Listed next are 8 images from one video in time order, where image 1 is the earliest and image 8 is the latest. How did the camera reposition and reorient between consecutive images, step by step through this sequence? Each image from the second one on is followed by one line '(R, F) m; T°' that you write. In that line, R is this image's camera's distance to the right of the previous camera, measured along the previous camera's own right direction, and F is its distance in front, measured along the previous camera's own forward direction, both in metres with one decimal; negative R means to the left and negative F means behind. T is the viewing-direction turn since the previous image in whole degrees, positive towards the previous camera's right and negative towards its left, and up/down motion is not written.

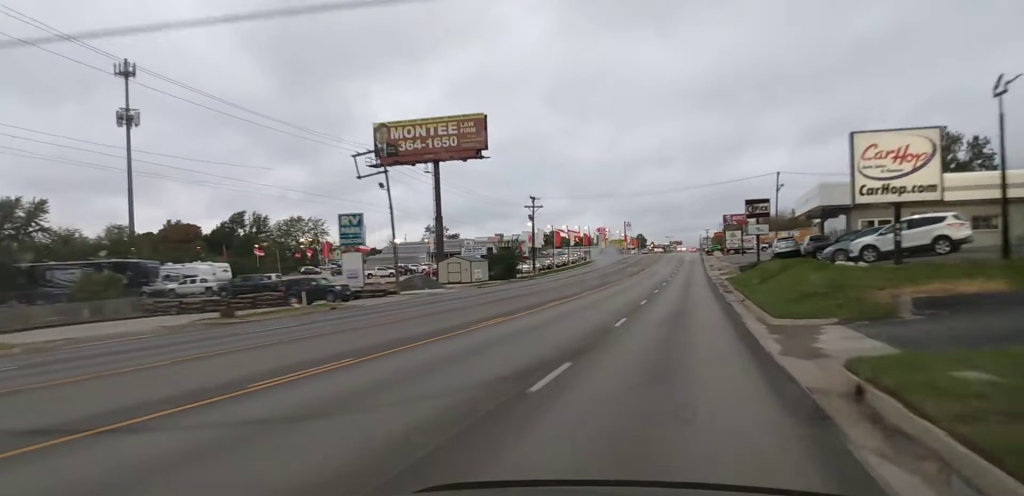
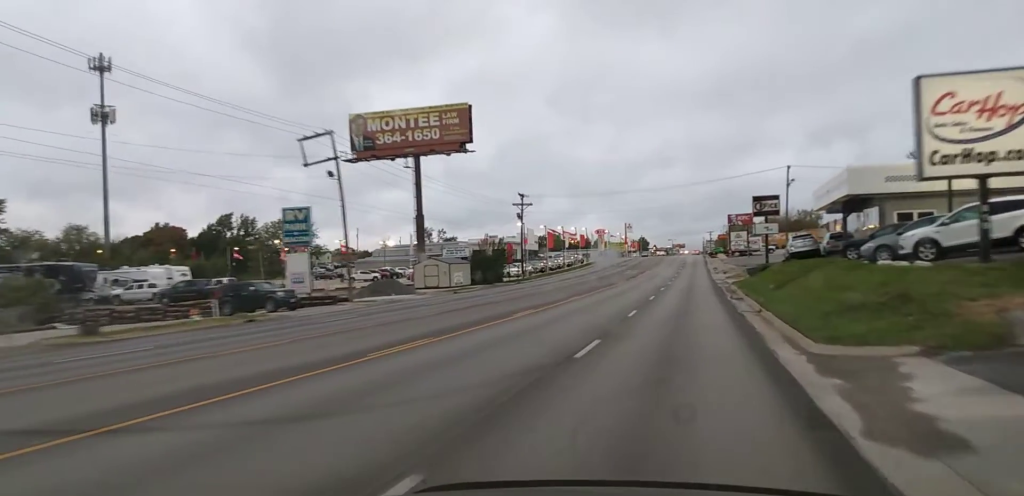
(-0.5, +7.9) m; 0°
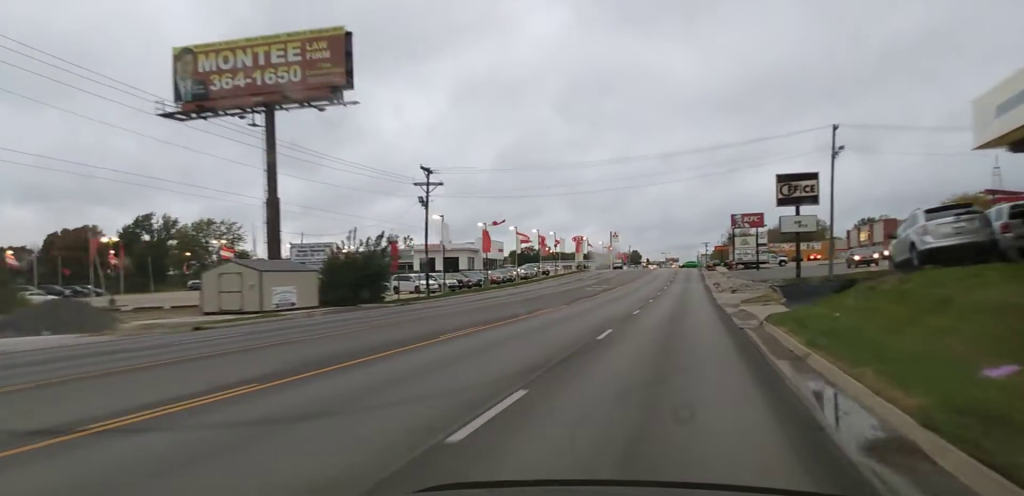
(+2.4, +31.5) m; +4°
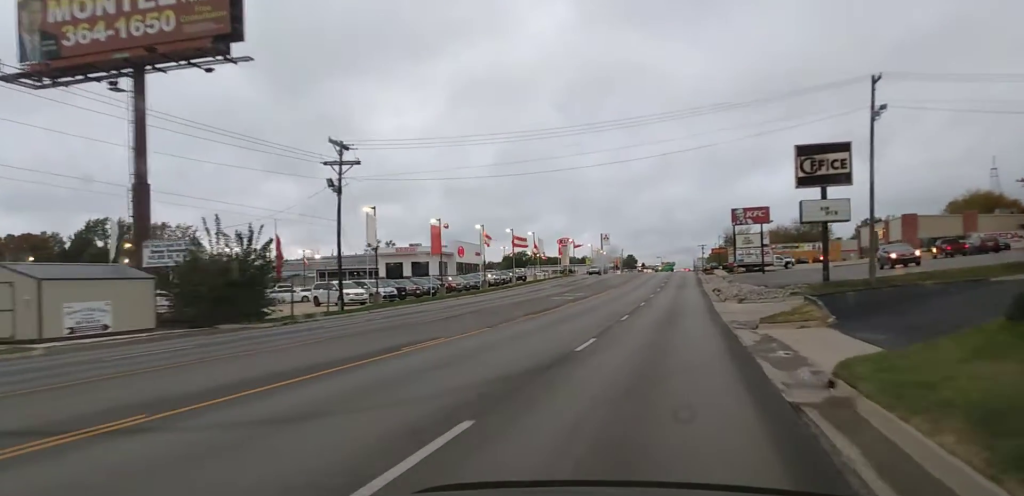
(-0.4, +15.3) m; -1°
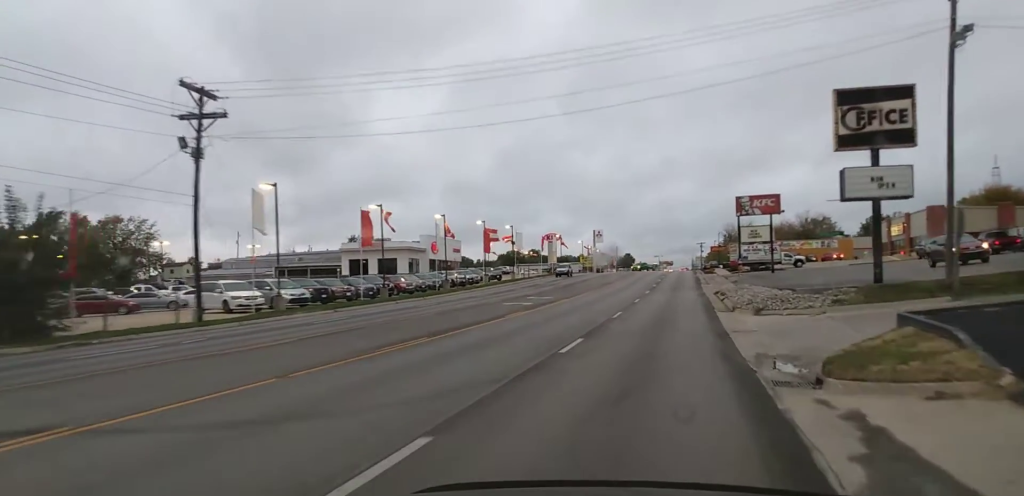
(+0.2, +12.8) m; +1°
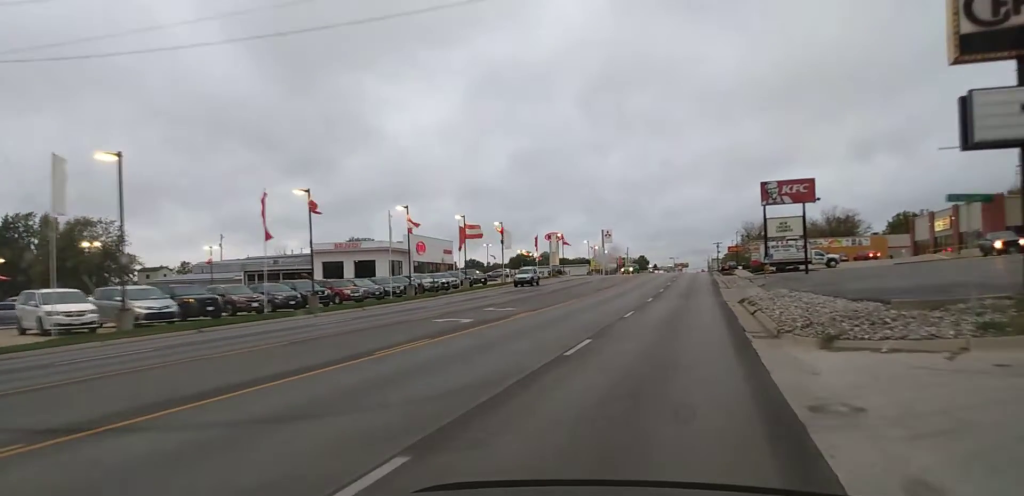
(+0.2, +13.4) m; 0°
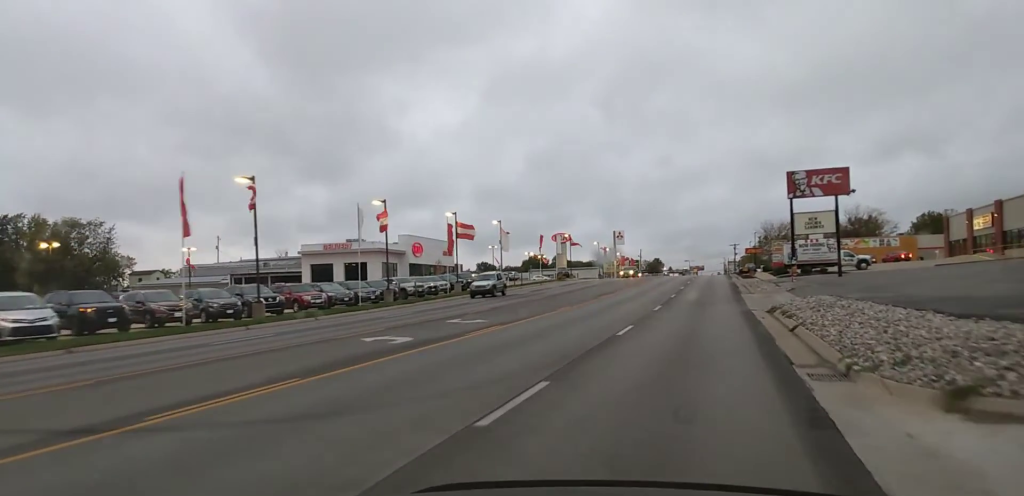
(0.0, +7.4) m; -1°
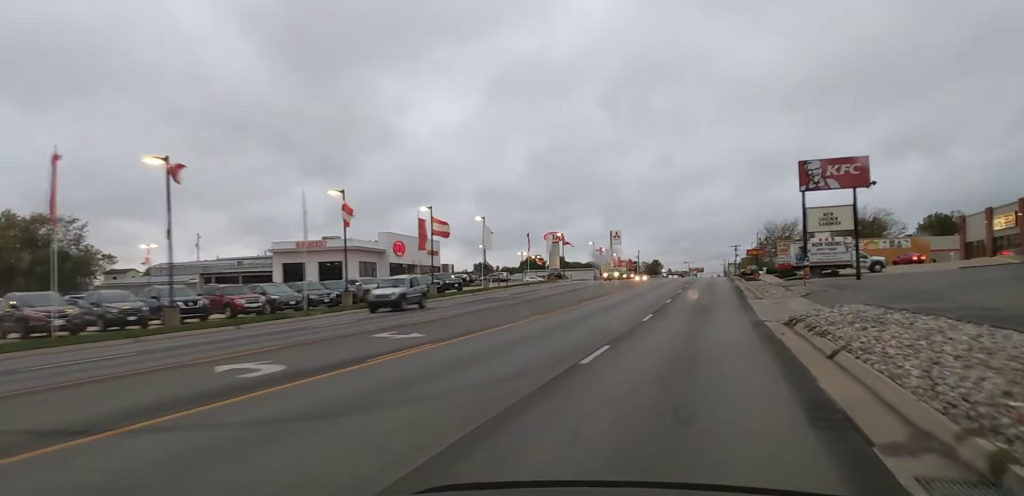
(-0.2, +6.7) m; -1°
